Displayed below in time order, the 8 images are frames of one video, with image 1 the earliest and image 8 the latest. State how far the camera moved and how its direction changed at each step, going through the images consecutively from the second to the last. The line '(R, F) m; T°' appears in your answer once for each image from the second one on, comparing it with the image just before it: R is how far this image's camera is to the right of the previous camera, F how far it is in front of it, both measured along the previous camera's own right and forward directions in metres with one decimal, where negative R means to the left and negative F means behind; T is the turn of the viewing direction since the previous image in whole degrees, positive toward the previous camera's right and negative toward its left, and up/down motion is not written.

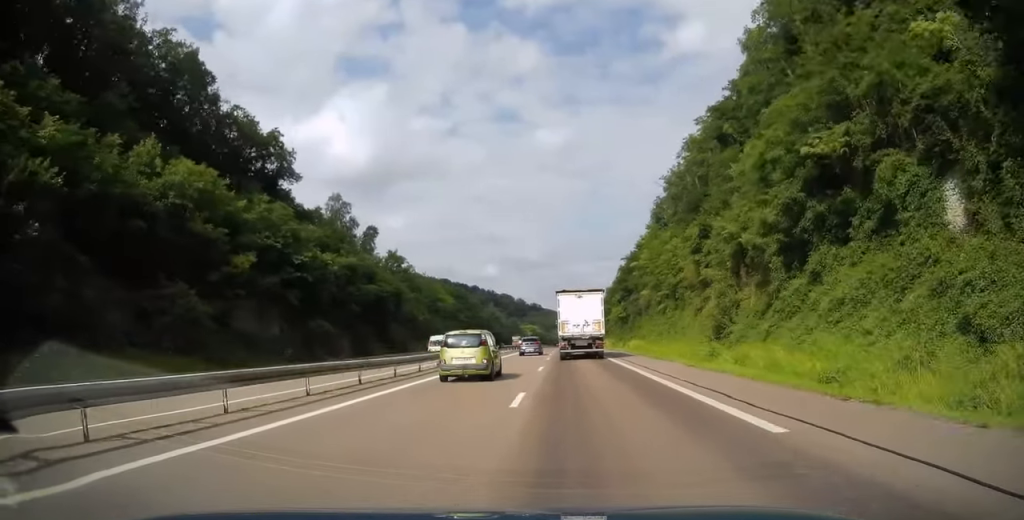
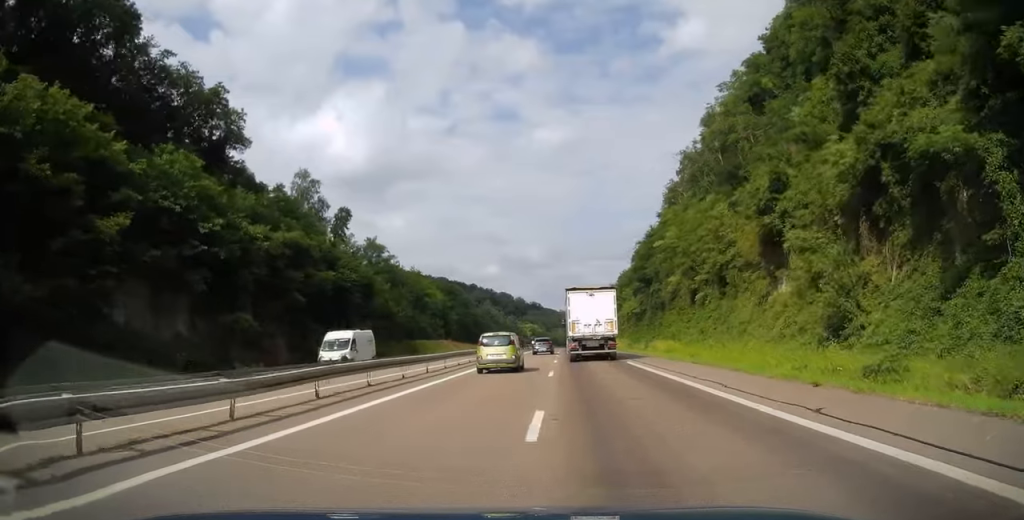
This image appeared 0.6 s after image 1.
(0.0, +17.2) m; 0°
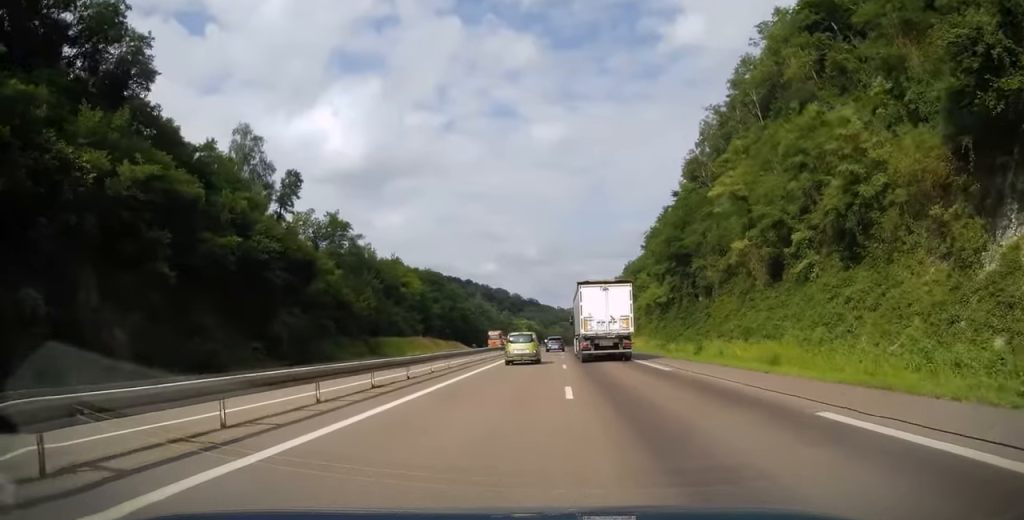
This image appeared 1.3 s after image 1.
(0.0, +21.7) m; 0°
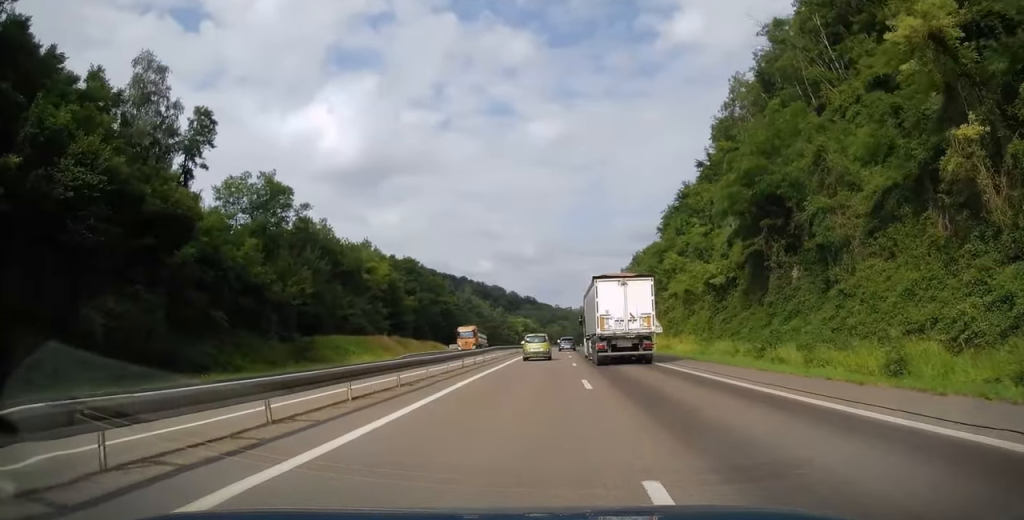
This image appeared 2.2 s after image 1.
(0.0, +24.0) m; 0°
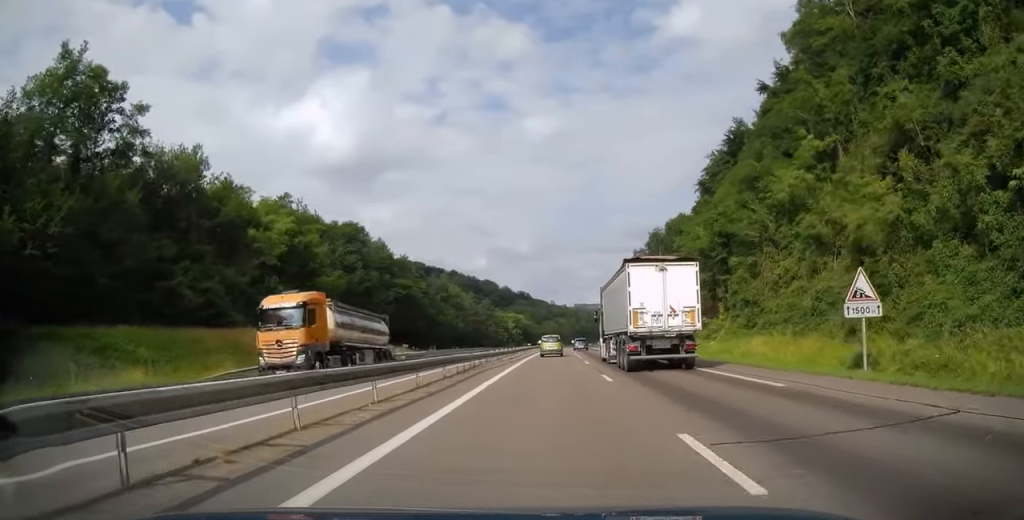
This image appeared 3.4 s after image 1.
(0.0, +37.2) m; 0°
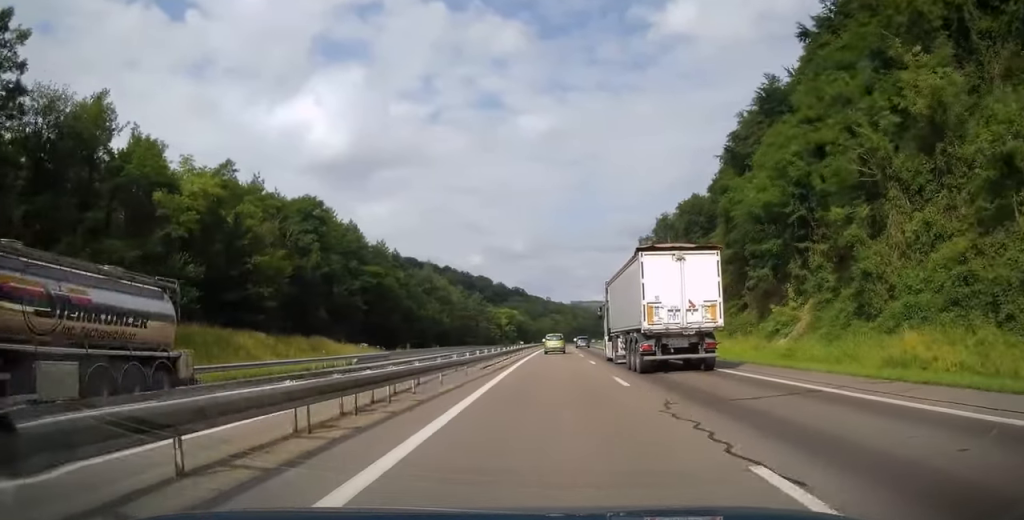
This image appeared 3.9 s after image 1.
(-0.1, +15.5) m; +1°
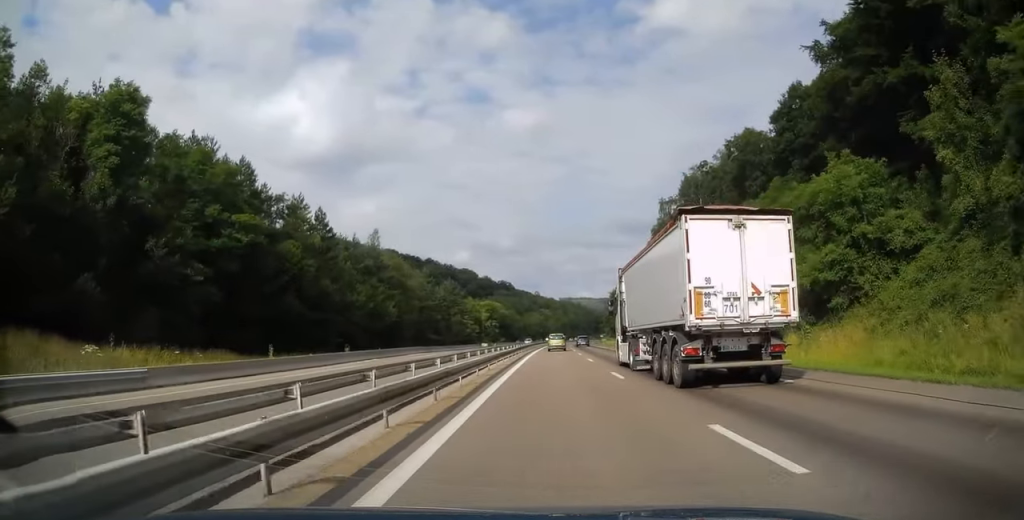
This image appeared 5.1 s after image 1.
(+0.5, +36.3) m; 0°
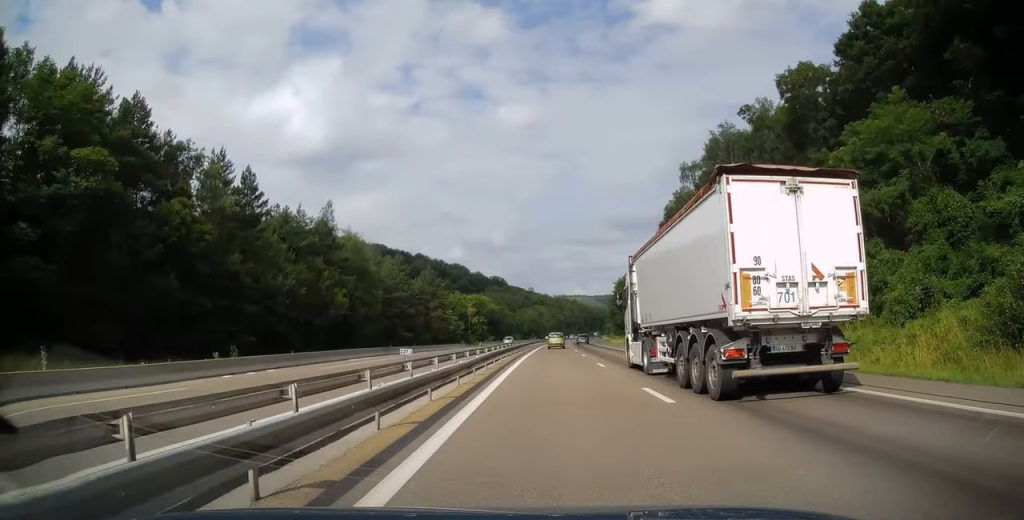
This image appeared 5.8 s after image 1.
(-0.2, +20.1) m; 0°
